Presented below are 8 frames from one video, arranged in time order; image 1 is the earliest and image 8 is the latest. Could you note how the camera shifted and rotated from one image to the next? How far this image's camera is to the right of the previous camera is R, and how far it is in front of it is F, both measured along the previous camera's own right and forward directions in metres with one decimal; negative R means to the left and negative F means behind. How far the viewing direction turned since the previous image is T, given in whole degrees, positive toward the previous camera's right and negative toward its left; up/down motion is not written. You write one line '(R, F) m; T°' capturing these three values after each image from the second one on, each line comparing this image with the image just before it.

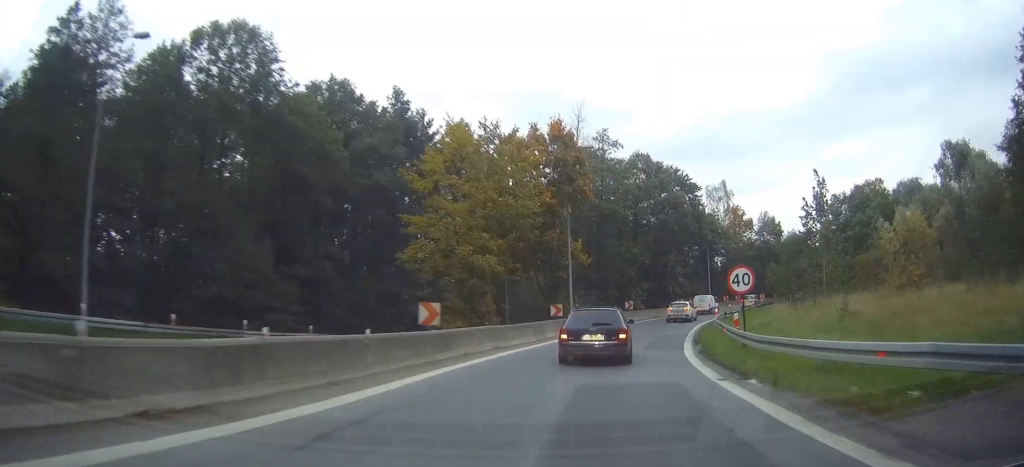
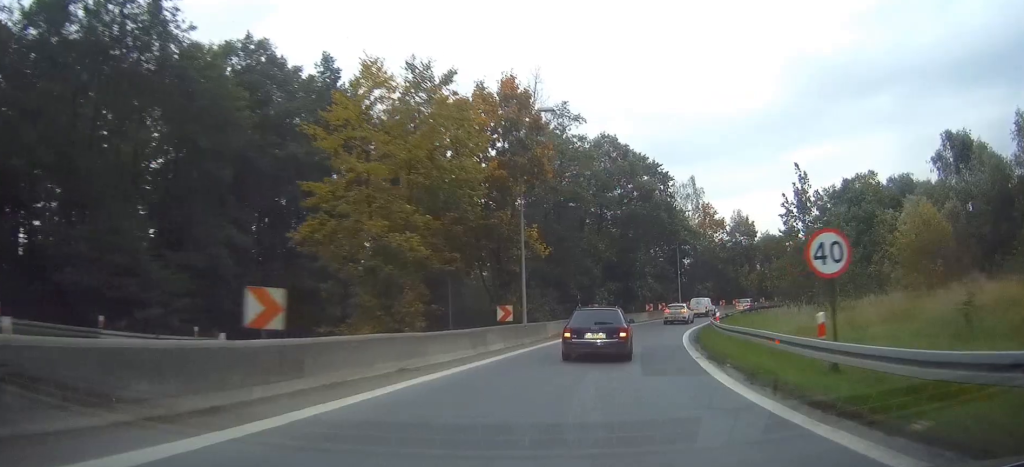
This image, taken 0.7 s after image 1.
(+0.2, +8.9) m; +4°
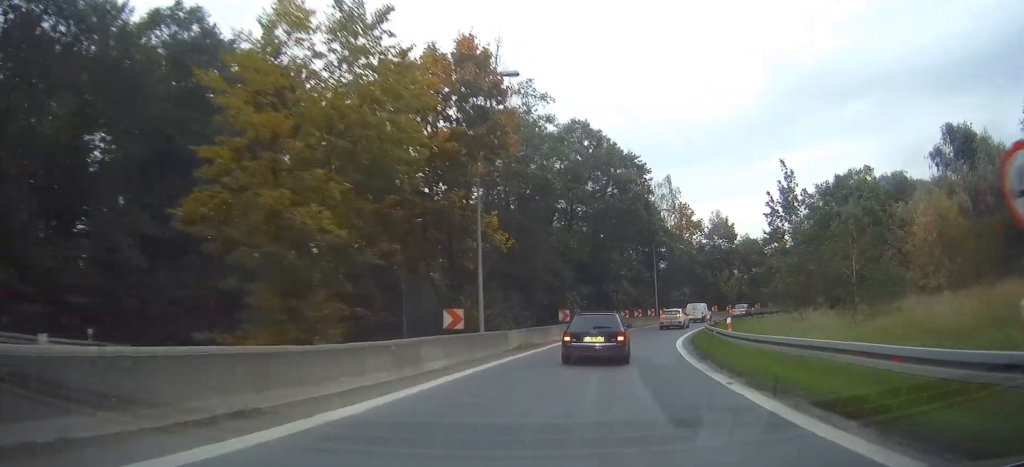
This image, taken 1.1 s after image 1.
(+0.3, +6.1) m; +3°
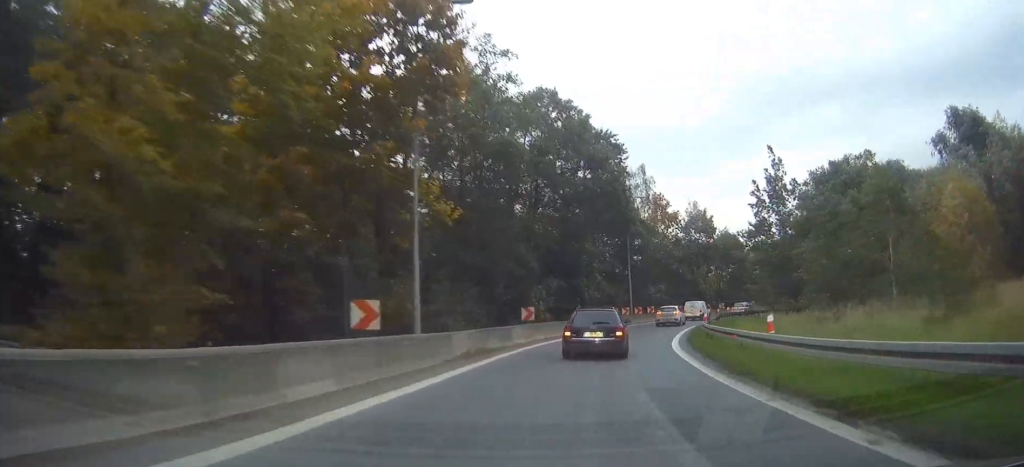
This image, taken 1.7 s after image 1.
(+0.1, +7.0) m; +4°
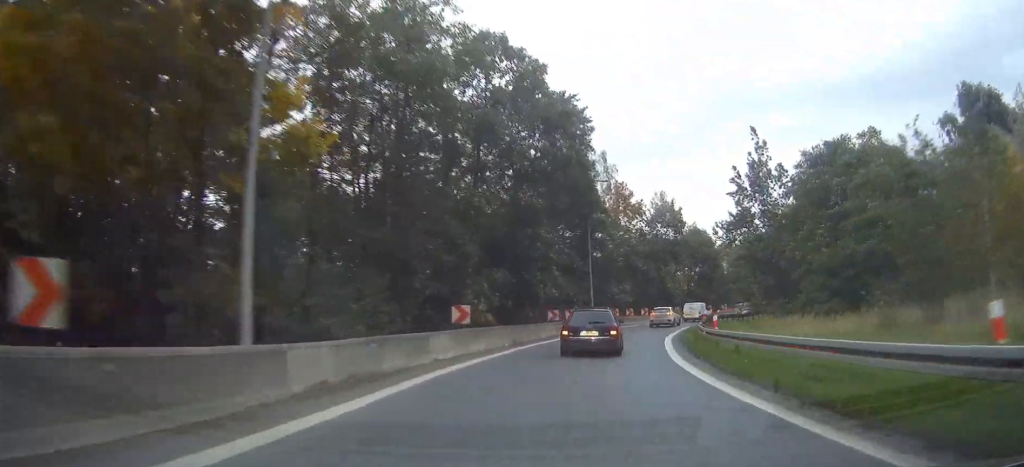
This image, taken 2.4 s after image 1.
(+0.5, +9.5) m; +5°
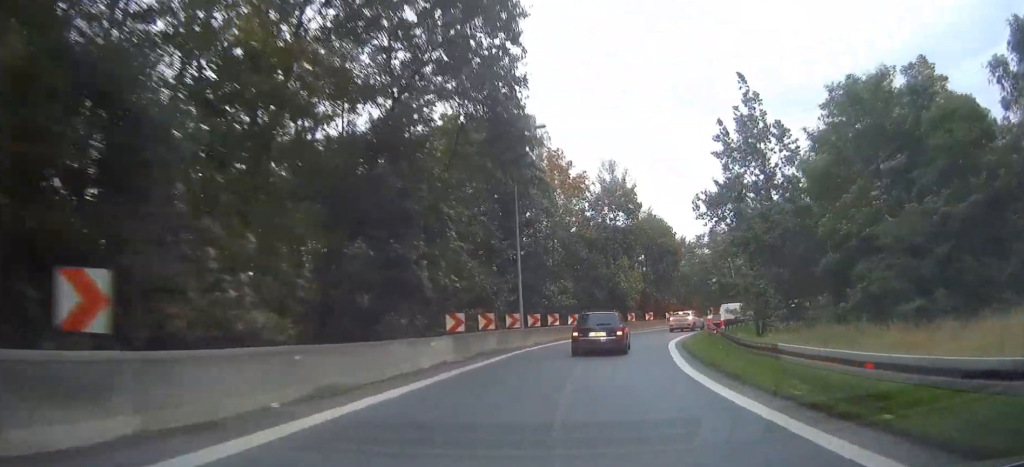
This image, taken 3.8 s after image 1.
(+1.3, +17.5) m; +7°
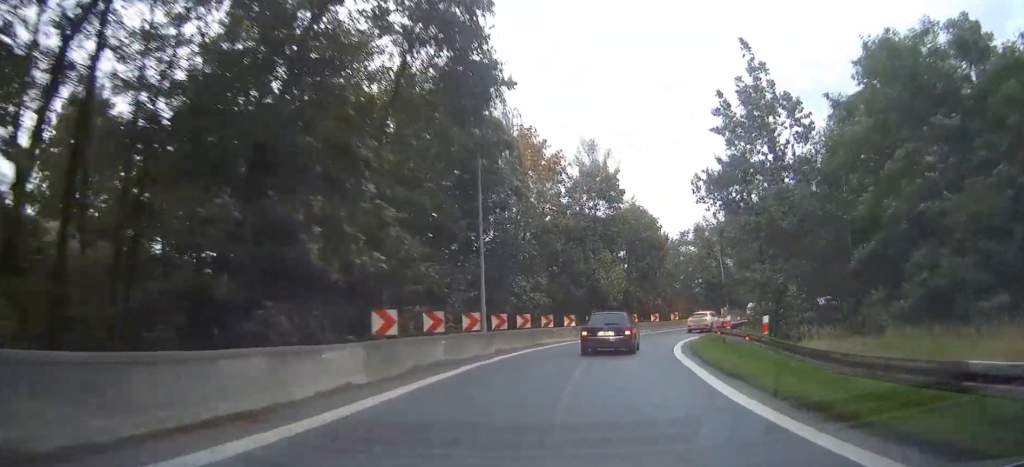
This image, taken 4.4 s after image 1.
(0.0, +6.9) m; +2°
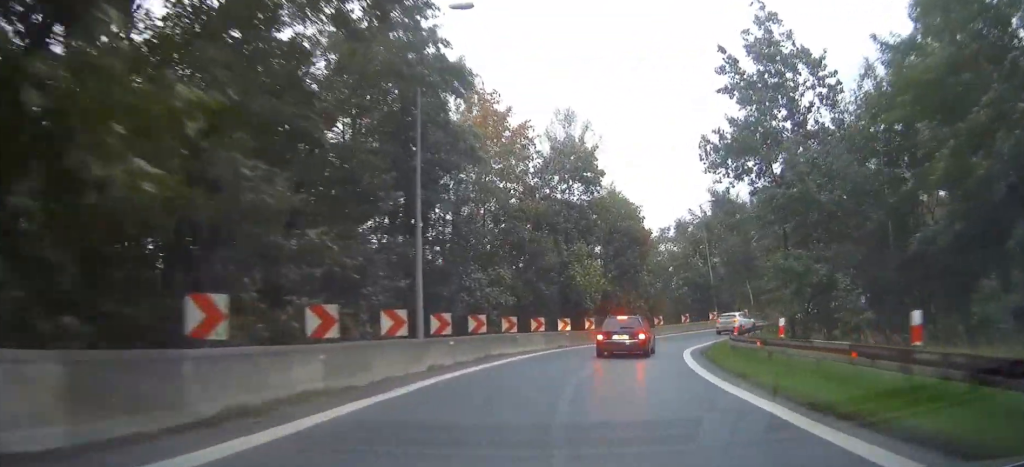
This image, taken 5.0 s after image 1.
(+0.3, +7.9) m; +3°
